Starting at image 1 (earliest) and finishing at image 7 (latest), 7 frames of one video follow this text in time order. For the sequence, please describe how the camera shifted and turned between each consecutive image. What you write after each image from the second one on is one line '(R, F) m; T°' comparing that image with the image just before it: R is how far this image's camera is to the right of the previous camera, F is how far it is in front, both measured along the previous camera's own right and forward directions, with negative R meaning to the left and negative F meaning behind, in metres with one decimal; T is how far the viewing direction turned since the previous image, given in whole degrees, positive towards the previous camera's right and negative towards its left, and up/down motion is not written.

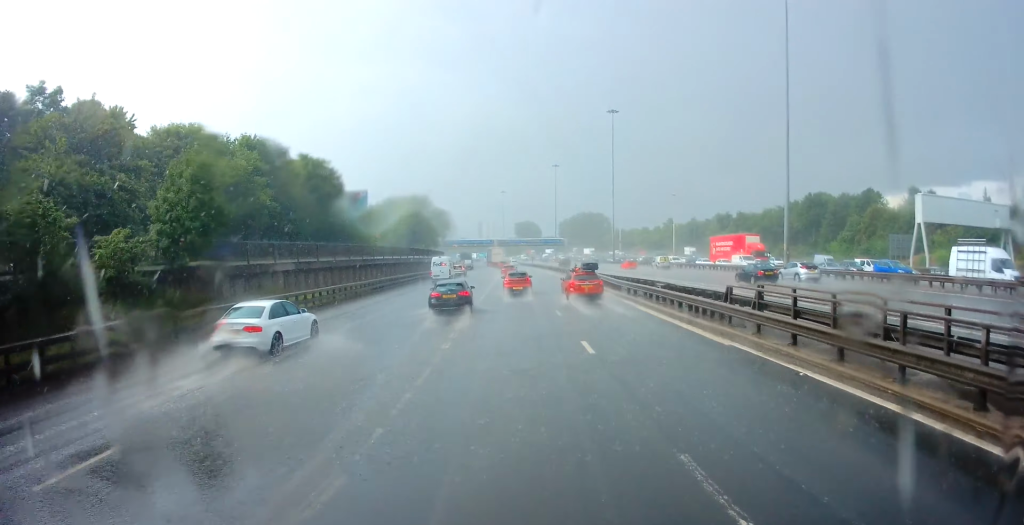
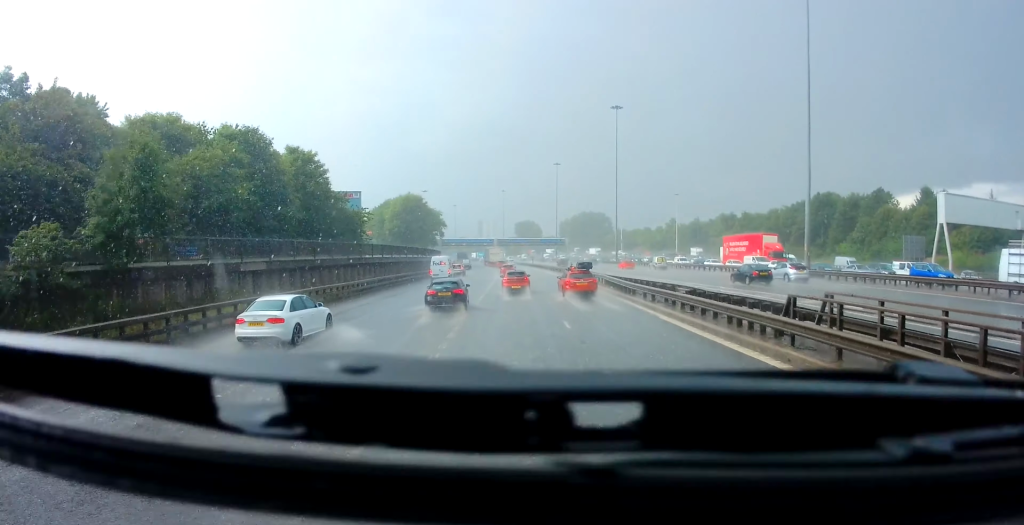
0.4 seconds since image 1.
(-0.2, +3.8) m; -2°
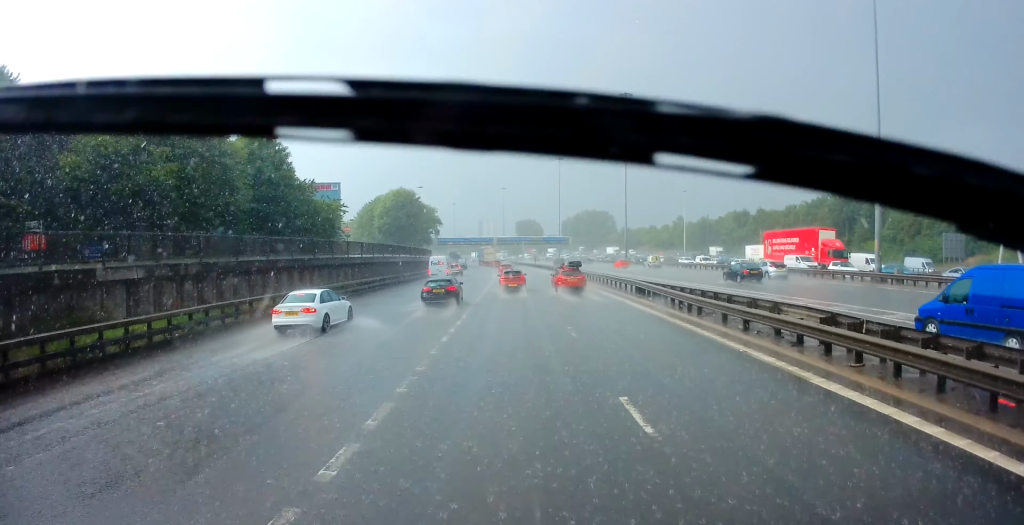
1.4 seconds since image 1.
(-0.3, +9.9) m; -1°
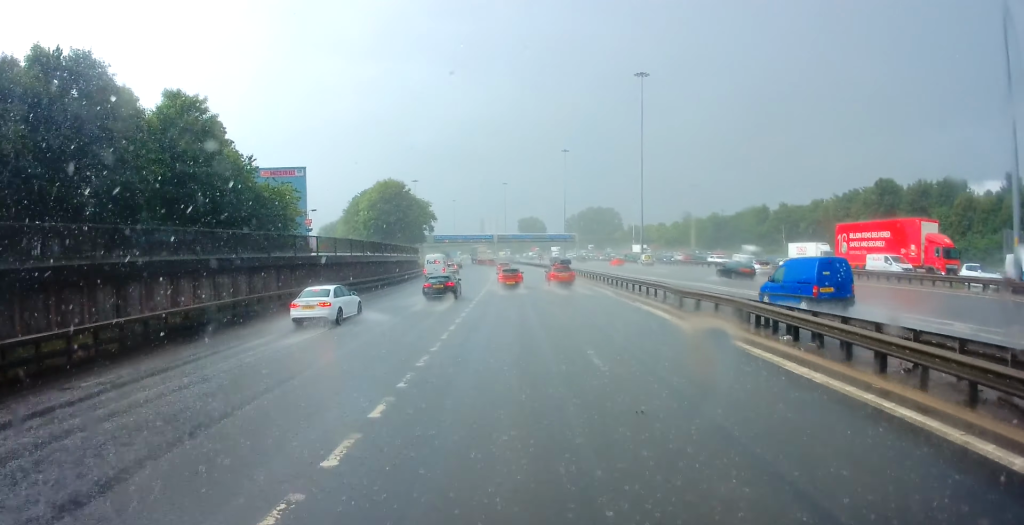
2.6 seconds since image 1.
(+0.3, +13.1) m; +3°
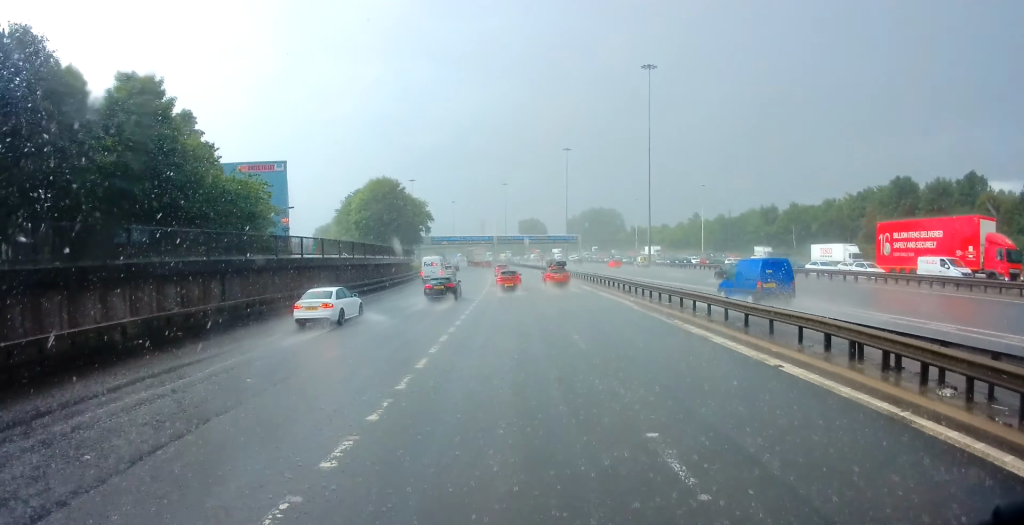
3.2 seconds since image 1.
(+0.1, +5.9) m; 0°
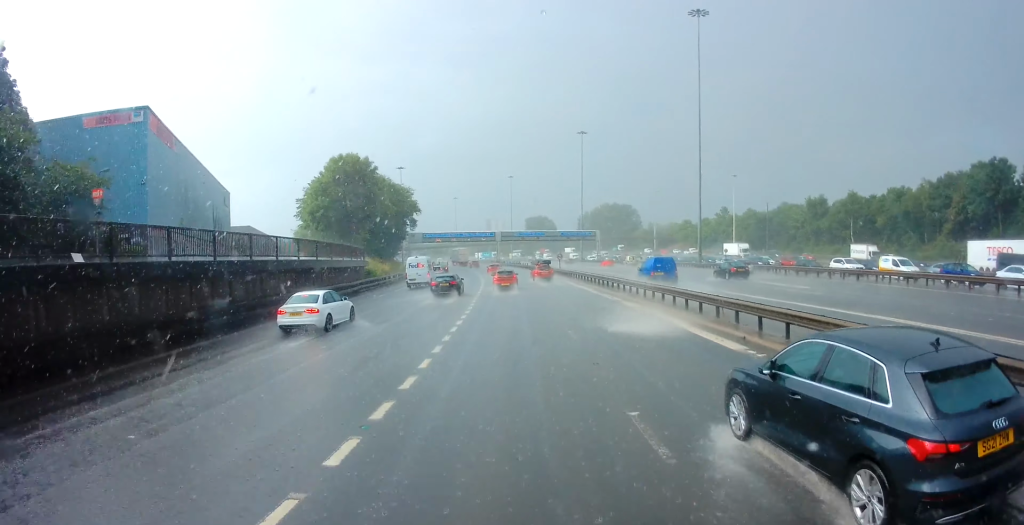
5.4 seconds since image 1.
(-0.8, +24.9) m; -2°
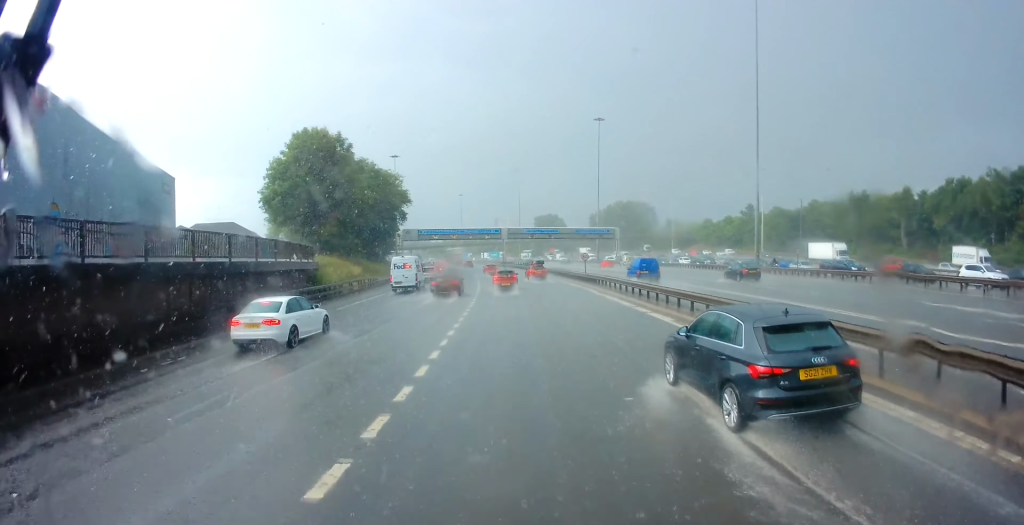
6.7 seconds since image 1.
(+0.1, +16.1) m; 0°
